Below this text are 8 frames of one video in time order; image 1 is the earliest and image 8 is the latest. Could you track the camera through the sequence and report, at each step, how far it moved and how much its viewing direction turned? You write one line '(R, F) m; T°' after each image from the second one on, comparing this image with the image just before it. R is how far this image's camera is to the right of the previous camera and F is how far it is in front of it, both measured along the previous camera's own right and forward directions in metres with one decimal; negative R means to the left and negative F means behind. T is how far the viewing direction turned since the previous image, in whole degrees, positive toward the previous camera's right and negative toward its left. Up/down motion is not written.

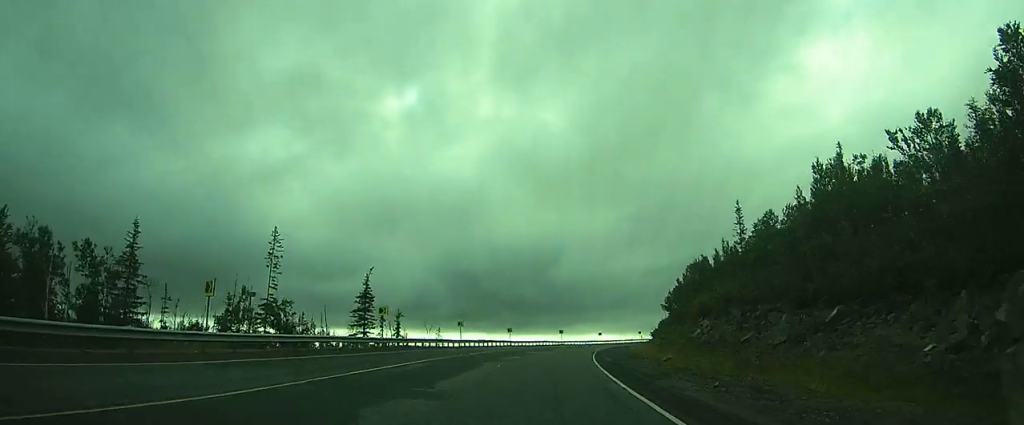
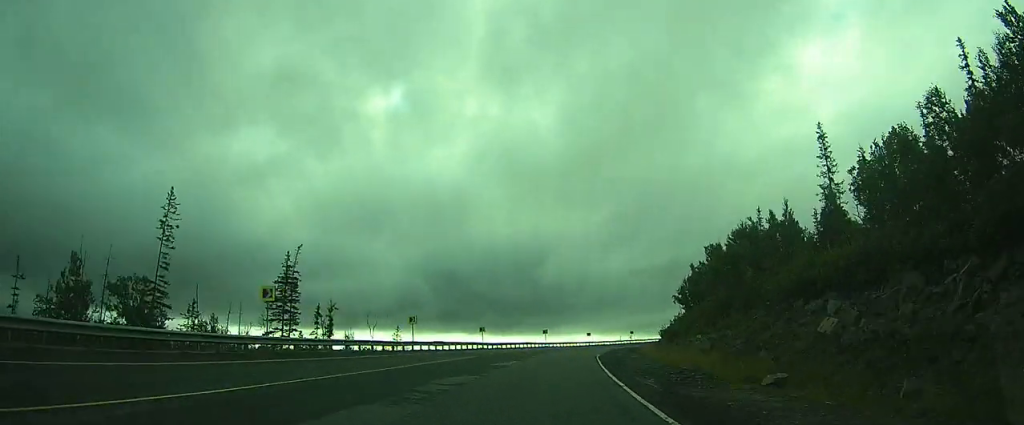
(0.0, +15.7) m; +1°
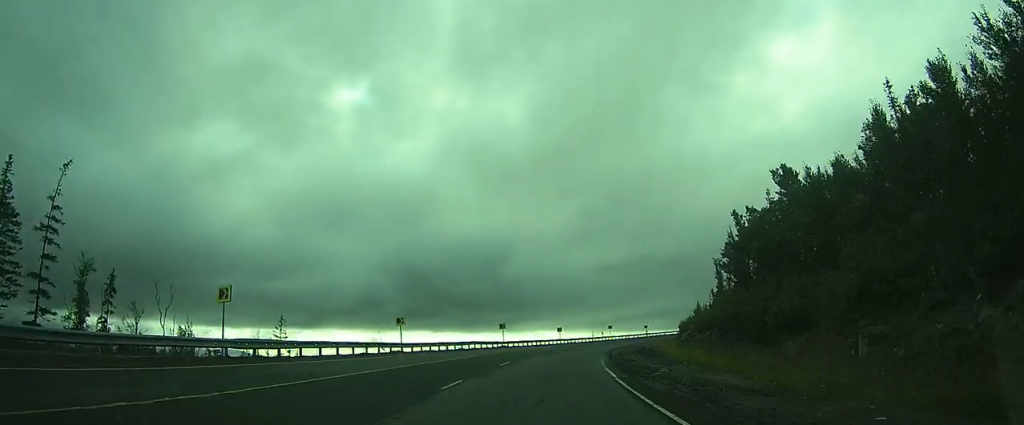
(+0.8, +25.0) m; +6°
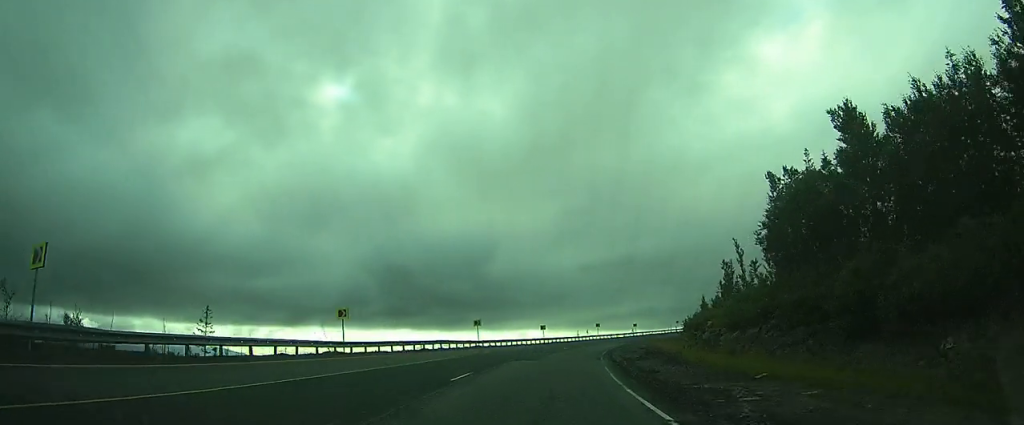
(+0.4, +9.4) m; +2°
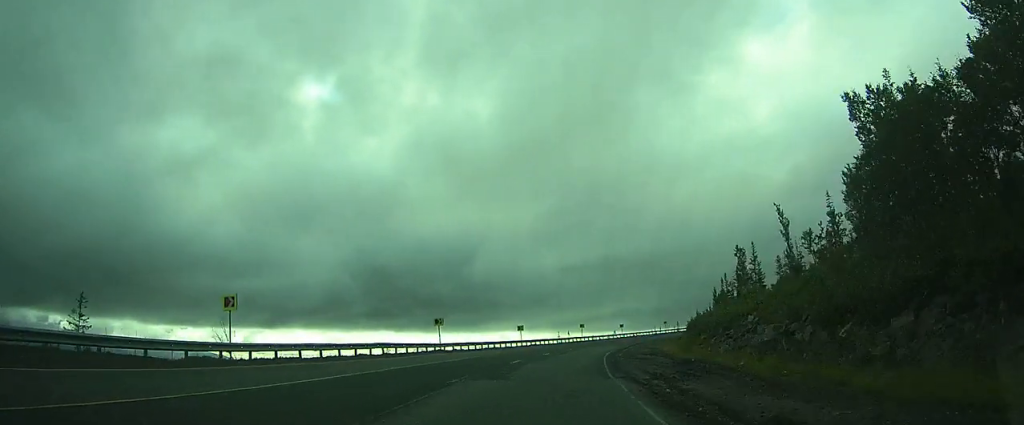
(+0.2, +11.0) m; +2°
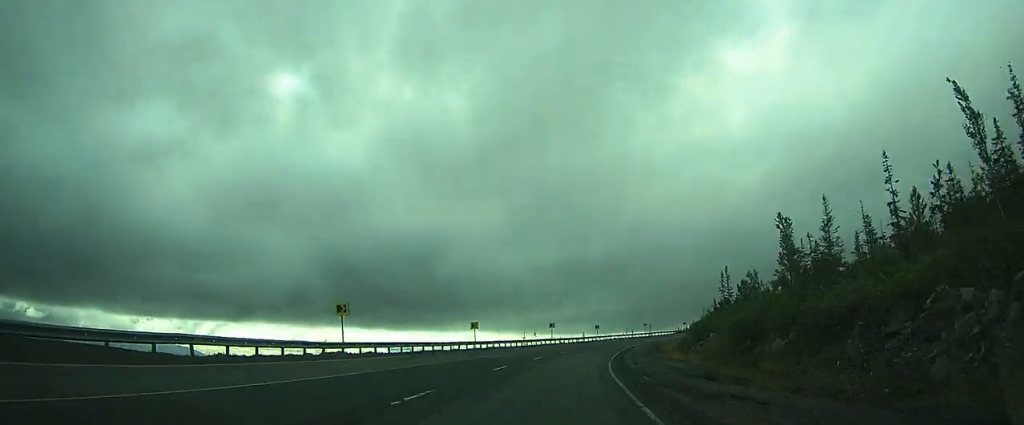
(+0.4, +16.5) m; +3°
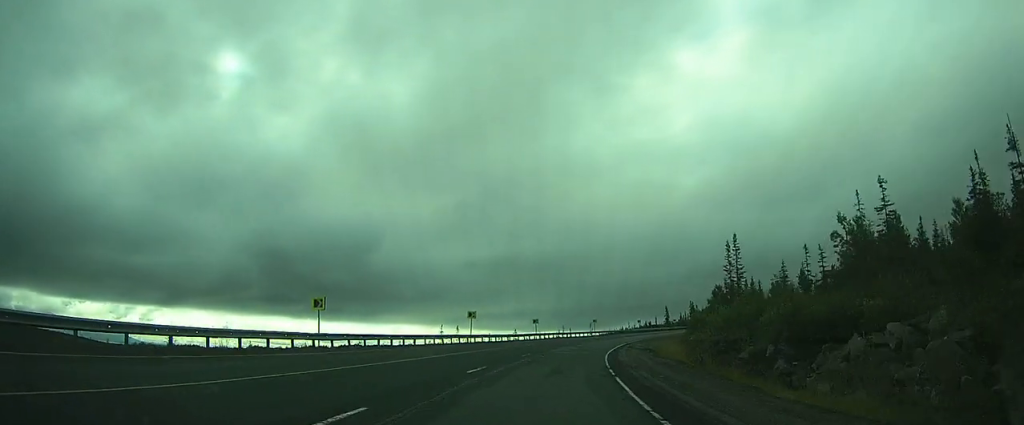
(+0.6, +27.1) m; +4°
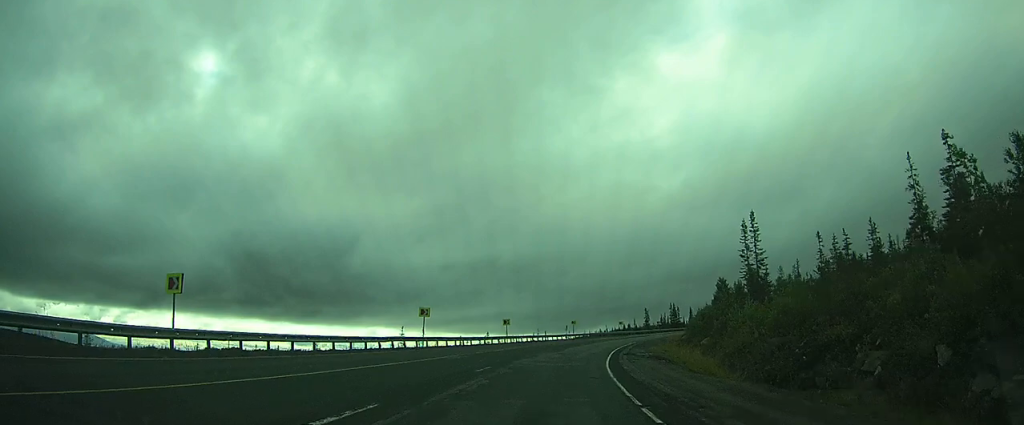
(+0.6, +11.3) m; +4°
